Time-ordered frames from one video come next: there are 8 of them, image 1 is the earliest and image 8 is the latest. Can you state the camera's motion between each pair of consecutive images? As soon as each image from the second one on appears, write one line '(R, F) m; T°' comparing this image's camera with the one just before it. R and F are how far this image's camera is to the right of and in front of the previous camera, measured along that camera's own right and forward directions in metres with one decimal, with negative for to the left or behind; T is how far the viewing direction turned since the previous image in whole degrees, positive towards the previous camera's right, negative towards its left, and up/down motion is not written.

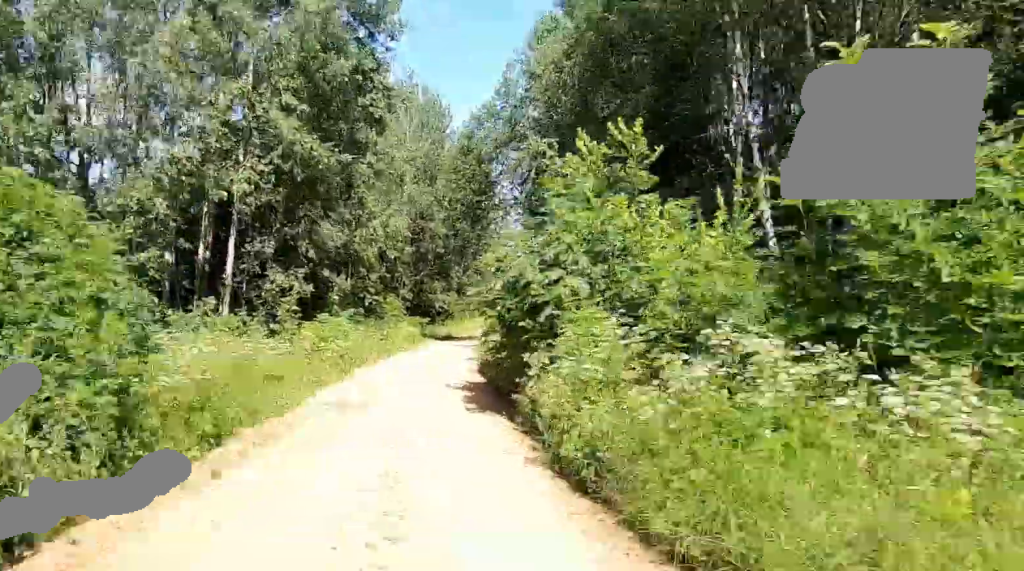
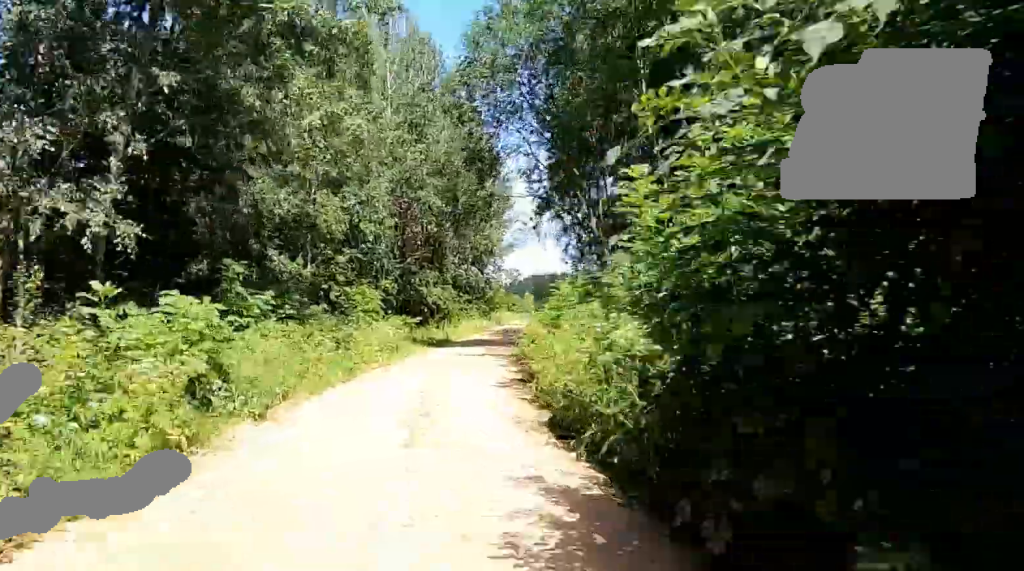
(0.0, +10.9) m; 0°
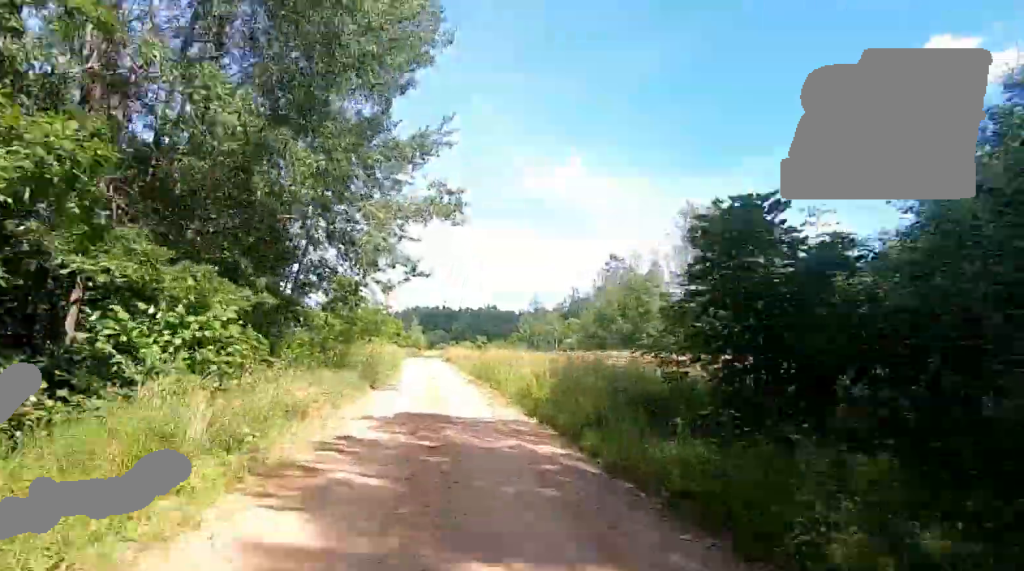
(+0.1, +45.5) m; +10°
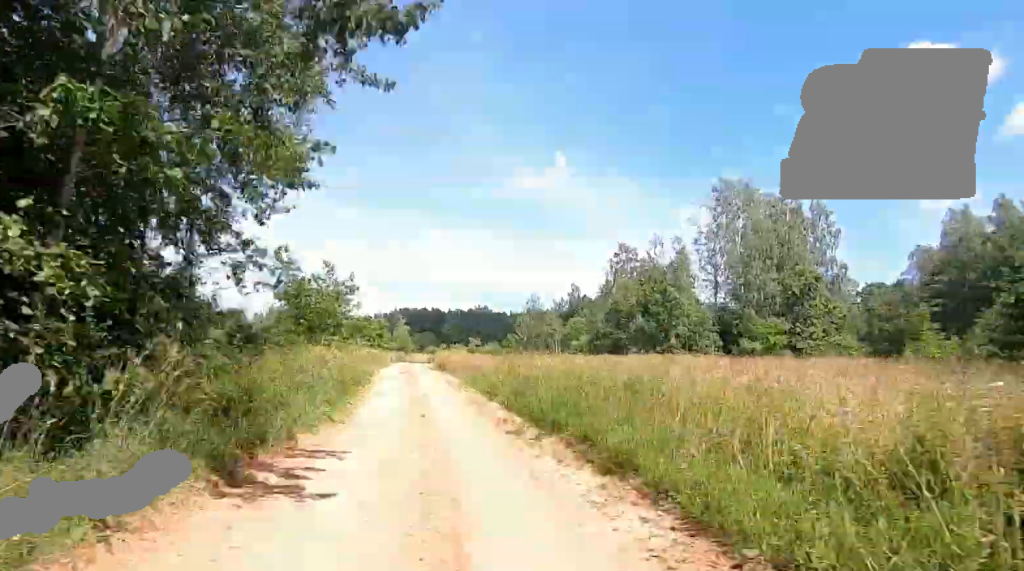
(+2.0, +12.9) m; +8°
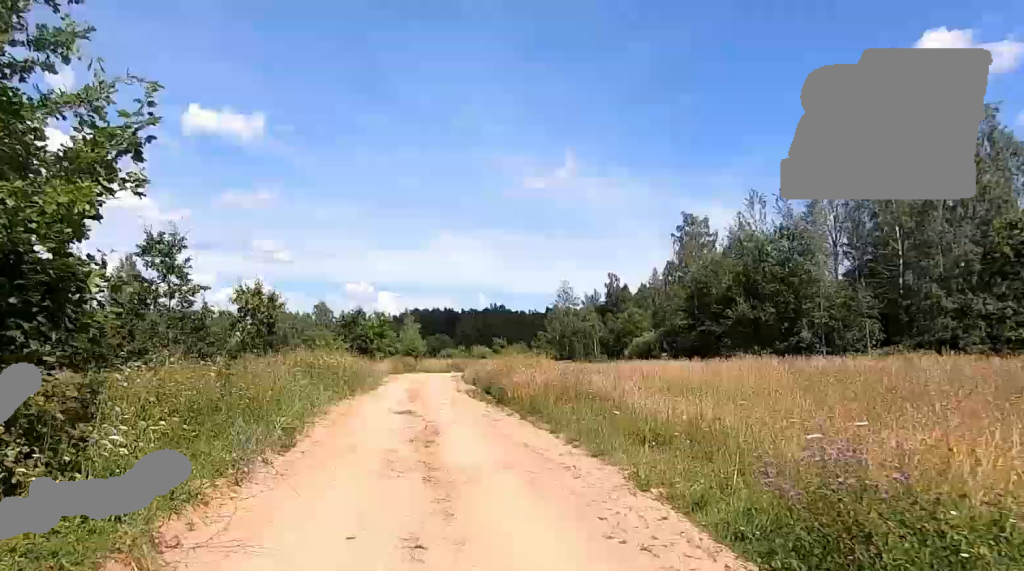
(+1.3, +20.9) m; +4°
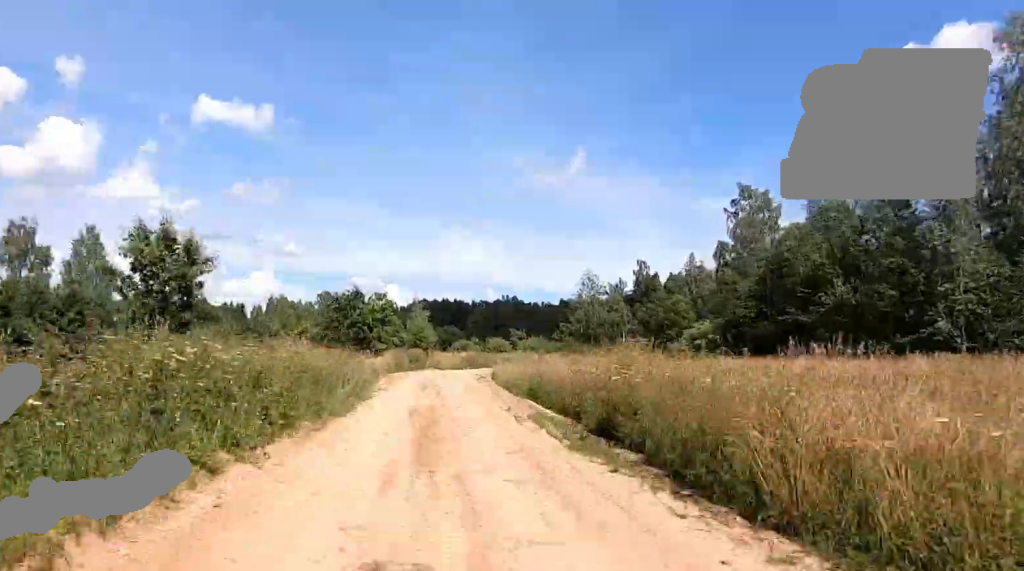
(0.0, +11.3) m; 0°
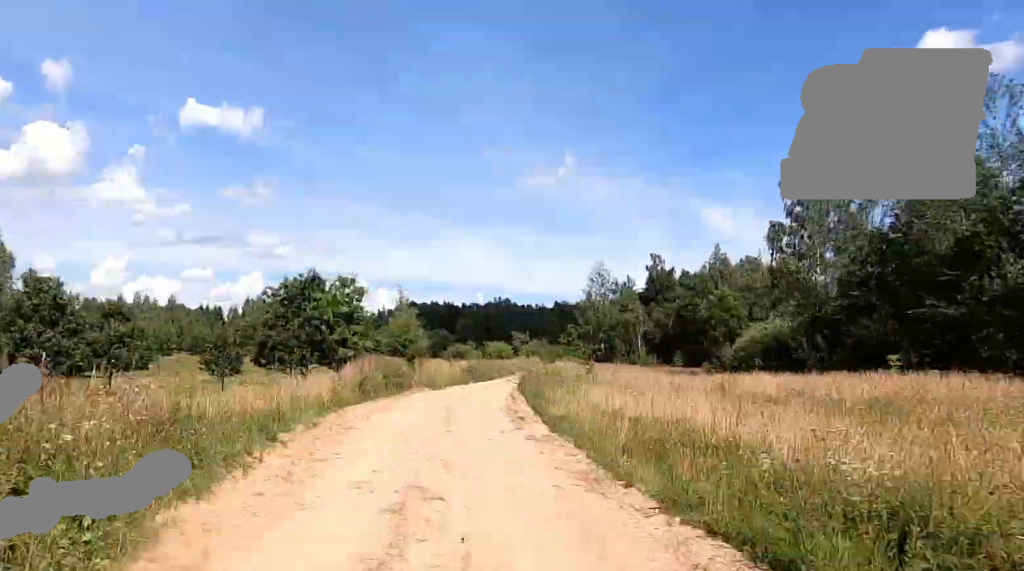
(0.0, +14.4) m; 0°
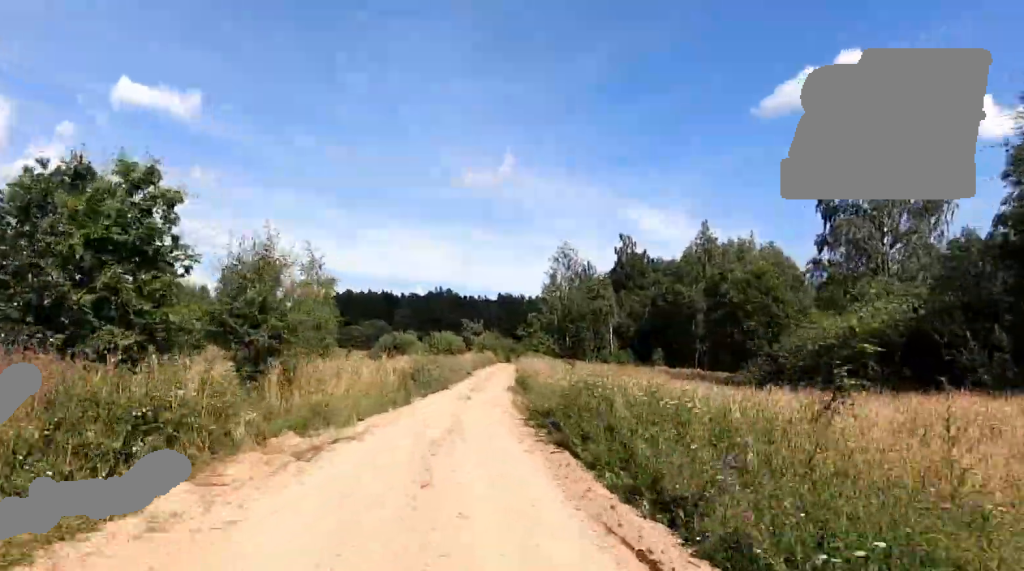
(0.0, +18.8) m; 0°
